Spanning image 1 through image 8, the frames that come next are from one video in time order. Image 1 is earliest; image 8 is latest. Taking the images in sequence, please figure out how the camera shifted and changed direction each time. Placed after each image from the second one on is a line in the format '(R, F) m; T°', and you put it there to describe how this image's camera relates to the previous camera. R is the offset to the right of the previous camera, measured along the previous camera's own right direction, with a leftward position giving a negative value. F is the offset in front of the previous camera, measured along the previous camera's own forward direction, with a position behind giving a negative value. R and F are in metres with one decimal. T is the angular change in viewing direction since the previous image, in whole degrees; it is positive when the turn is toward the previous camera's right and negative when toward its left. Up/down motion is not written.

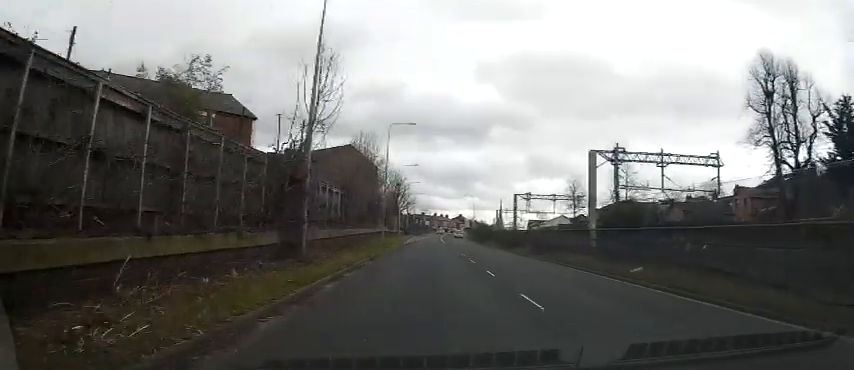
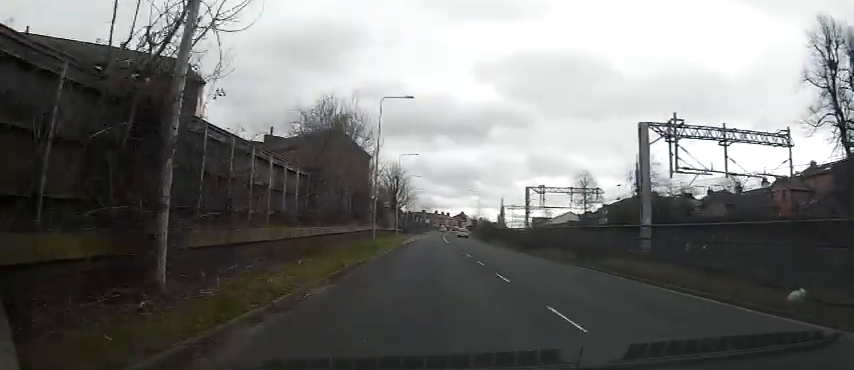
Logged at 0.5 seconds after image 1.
(-0.2, +8.4) m; 0°
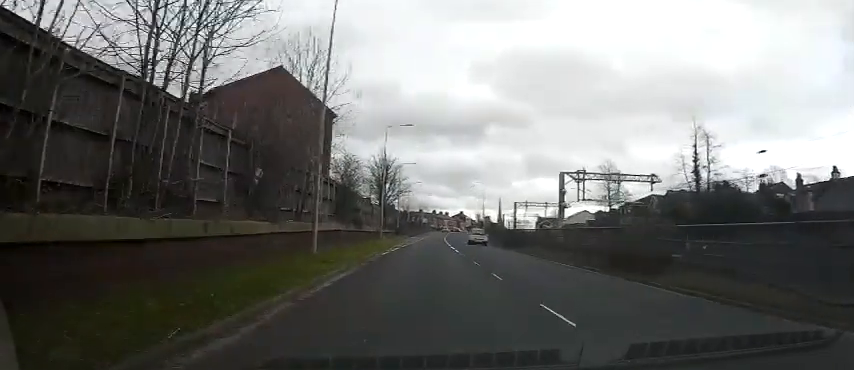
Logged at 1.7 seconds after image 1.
(+0.1, +17.9) m; -1°
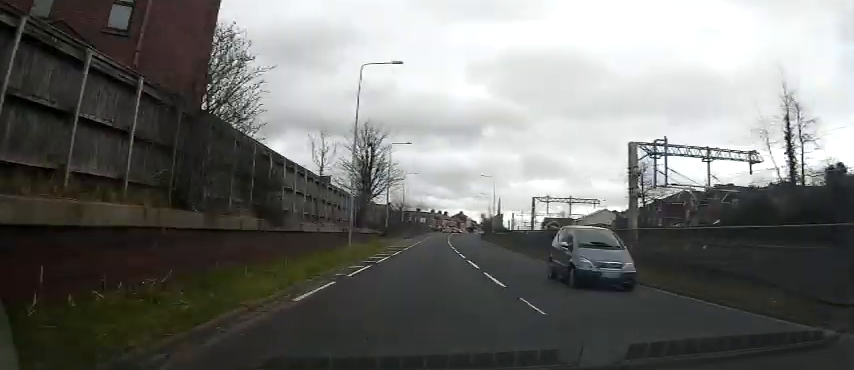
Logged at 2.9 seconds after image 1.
(-0.3, +17.3) m; 0°
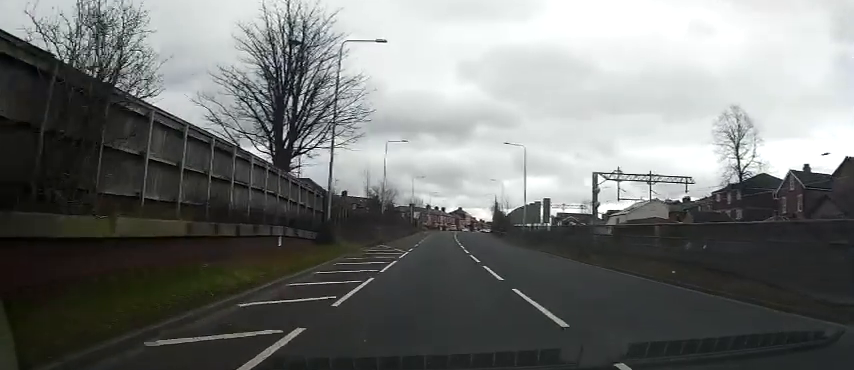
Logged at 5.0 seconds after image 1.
(+0.7, +29.7) m; +1°
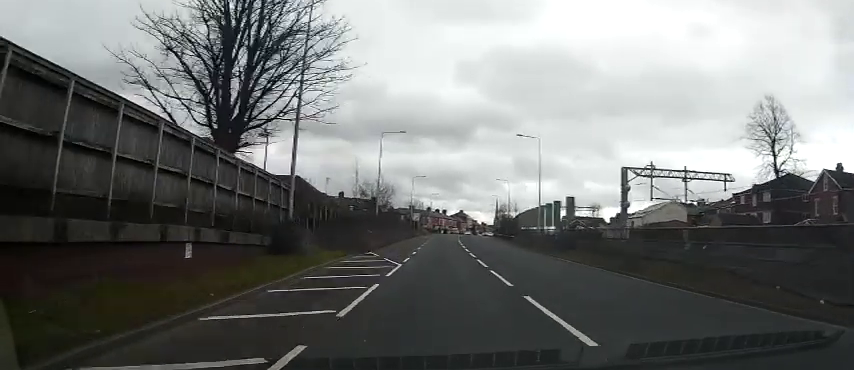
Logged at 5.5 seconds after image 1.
(-0.2, +7.0) m; 0°
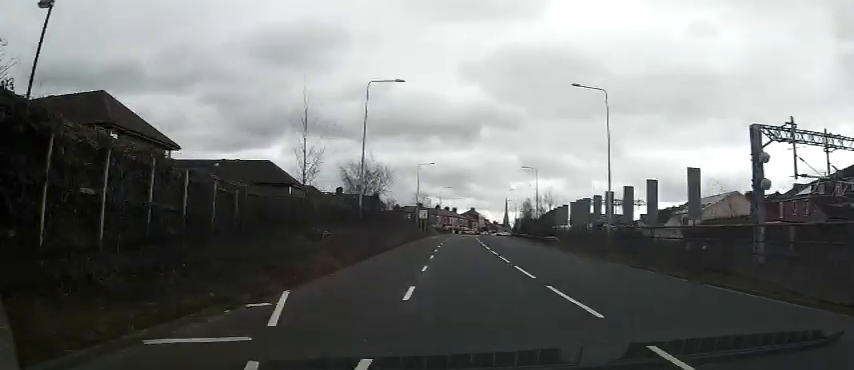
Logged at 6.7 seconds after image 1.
(+0.4, +17.1) m; -1°
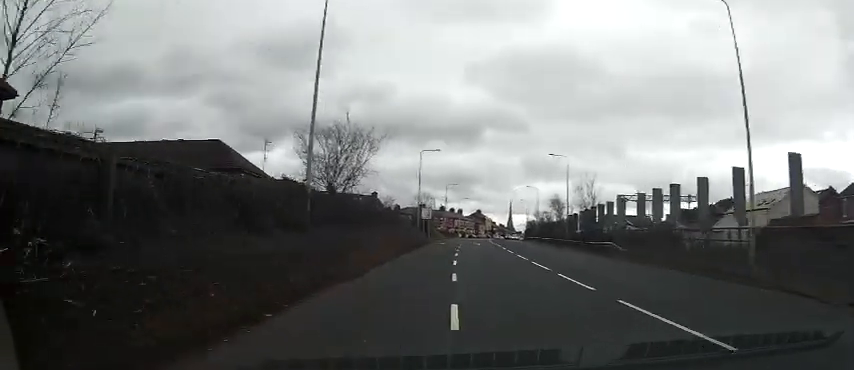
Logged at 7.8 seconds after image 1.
(-0.7, +14.2) m; -1°
